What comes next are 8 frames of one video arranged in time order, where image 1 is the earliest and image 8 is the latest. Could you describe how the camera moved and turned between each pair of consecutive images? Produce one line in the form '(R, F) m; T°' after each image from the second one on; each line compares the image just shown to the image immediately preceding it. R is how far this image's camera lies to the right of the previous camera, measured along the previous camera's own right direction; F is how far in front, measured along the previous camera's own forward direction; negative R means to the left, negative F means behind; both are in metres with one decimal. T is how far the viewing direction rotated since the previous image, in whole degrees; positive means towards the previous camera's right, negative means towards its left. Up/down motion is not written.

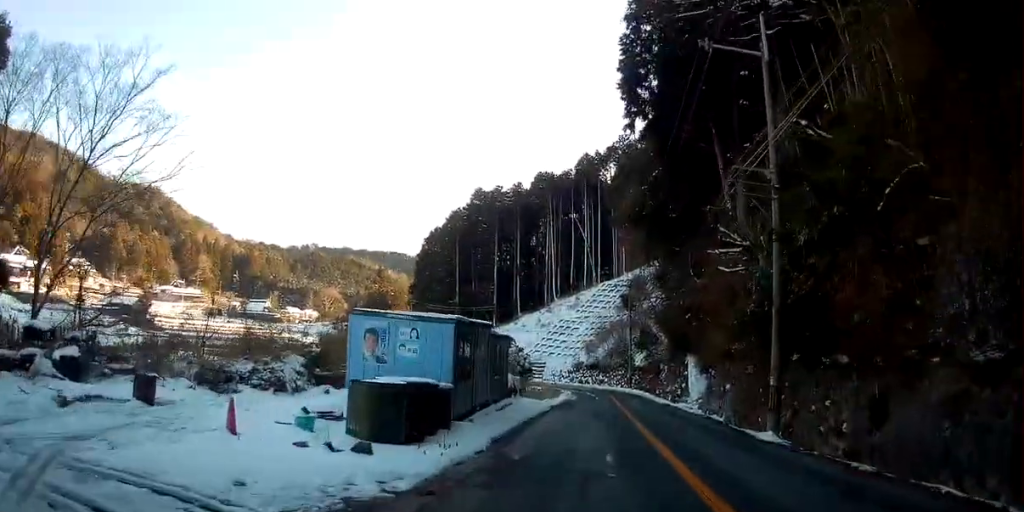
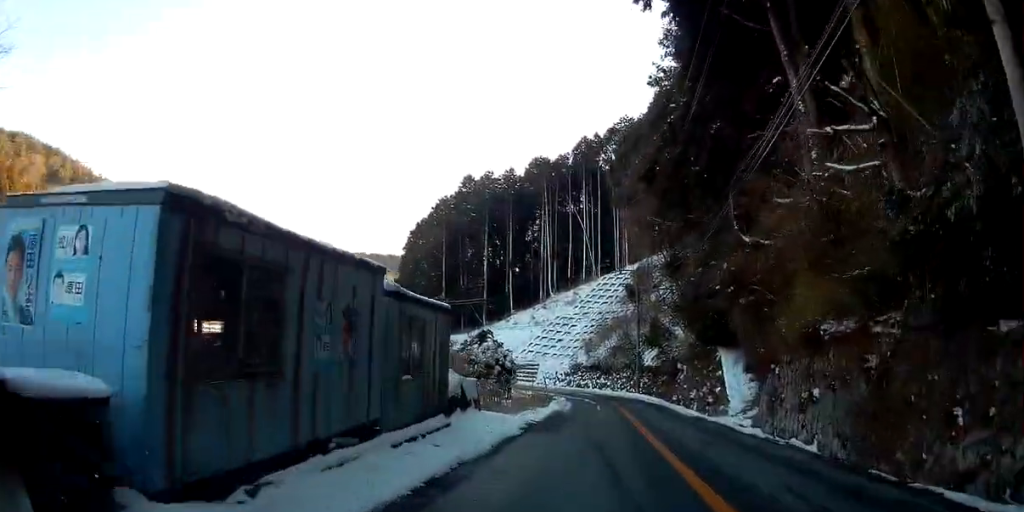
(0.0, +10.0) m; -4°
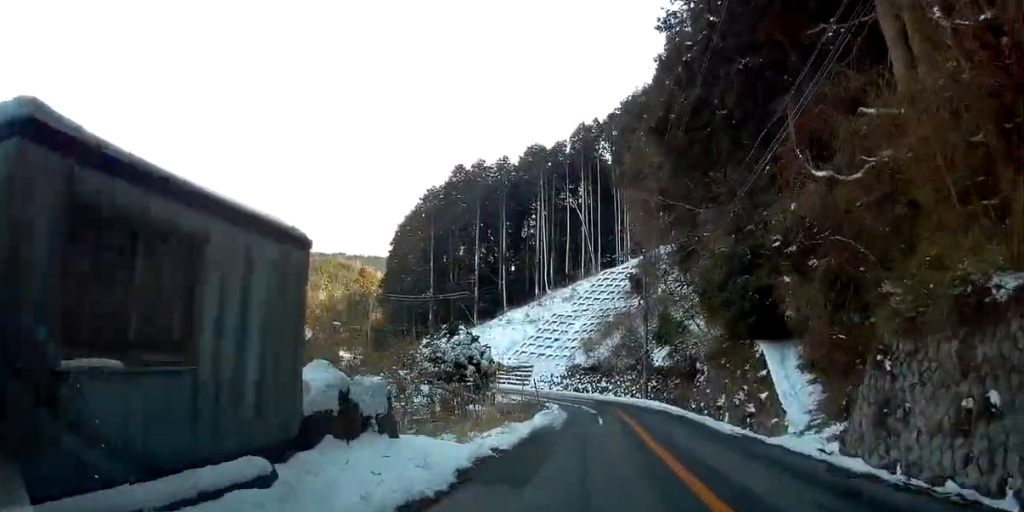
(-0.5, +7.1) m; 0°
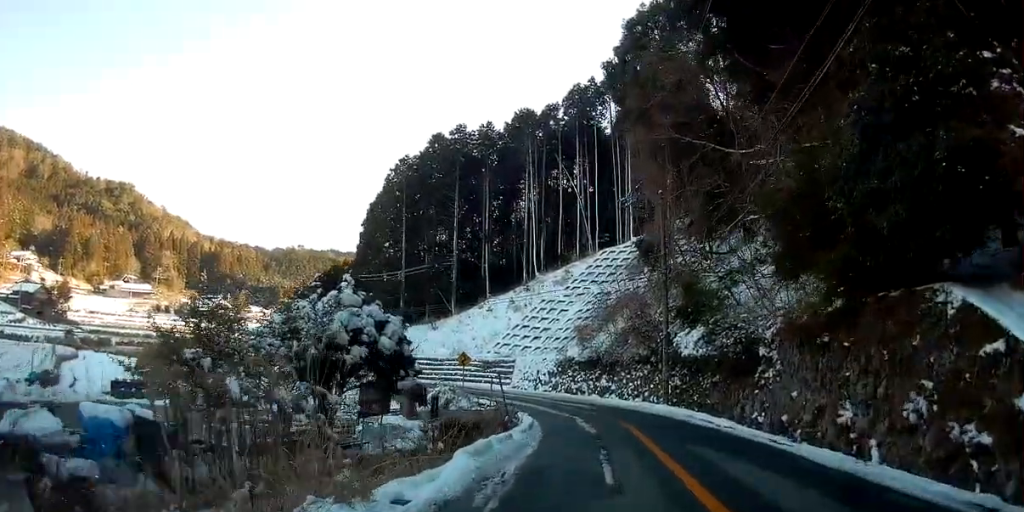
(+0.6, +12.5) m; +4°
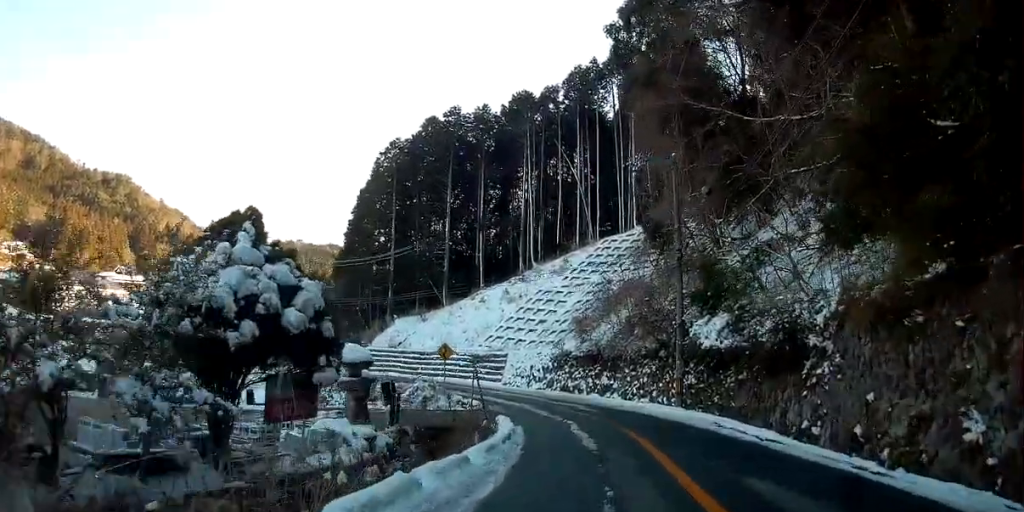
(0.0, +4.8) m; -2°
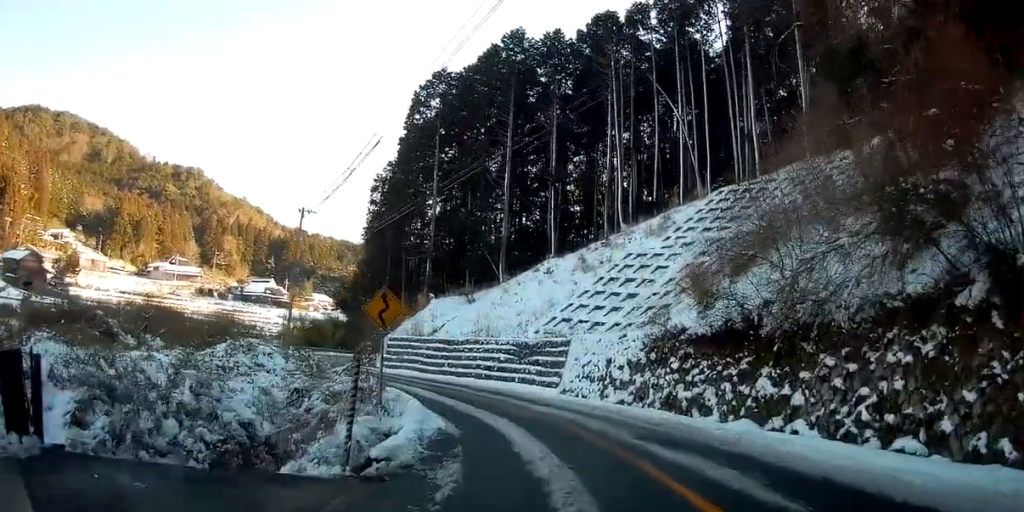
(-1.6, +19.4) m; -10°
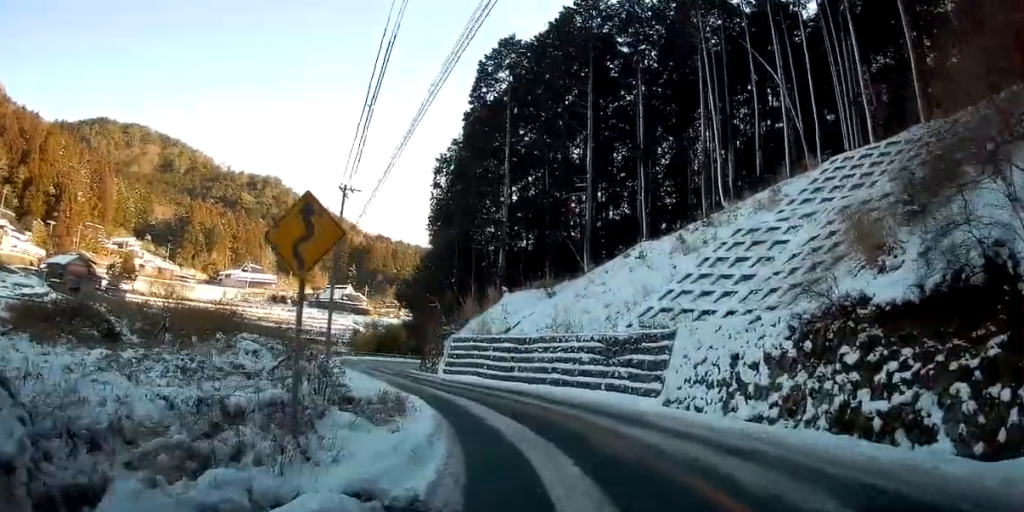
(-0.2, +7.2) m; -7°
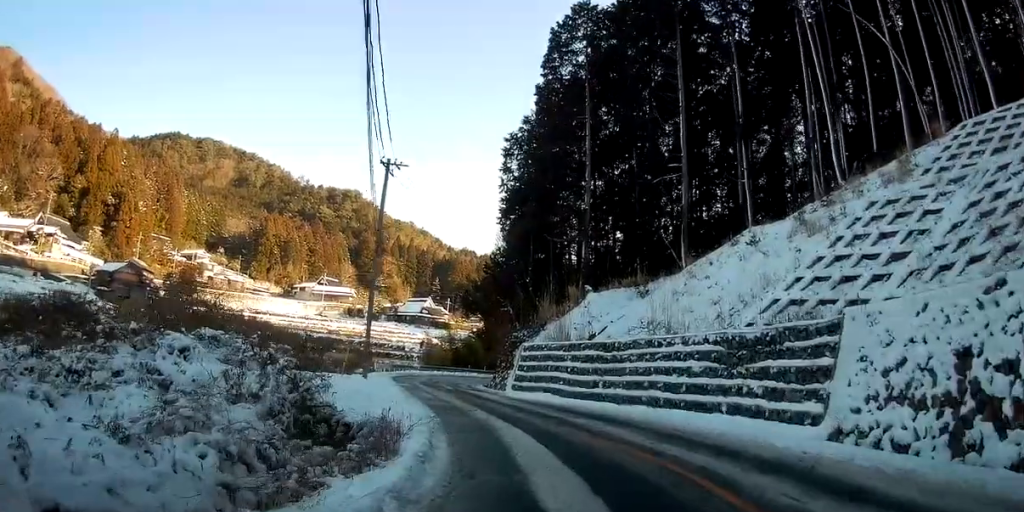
(-0.3, +6.9) m; -10°
